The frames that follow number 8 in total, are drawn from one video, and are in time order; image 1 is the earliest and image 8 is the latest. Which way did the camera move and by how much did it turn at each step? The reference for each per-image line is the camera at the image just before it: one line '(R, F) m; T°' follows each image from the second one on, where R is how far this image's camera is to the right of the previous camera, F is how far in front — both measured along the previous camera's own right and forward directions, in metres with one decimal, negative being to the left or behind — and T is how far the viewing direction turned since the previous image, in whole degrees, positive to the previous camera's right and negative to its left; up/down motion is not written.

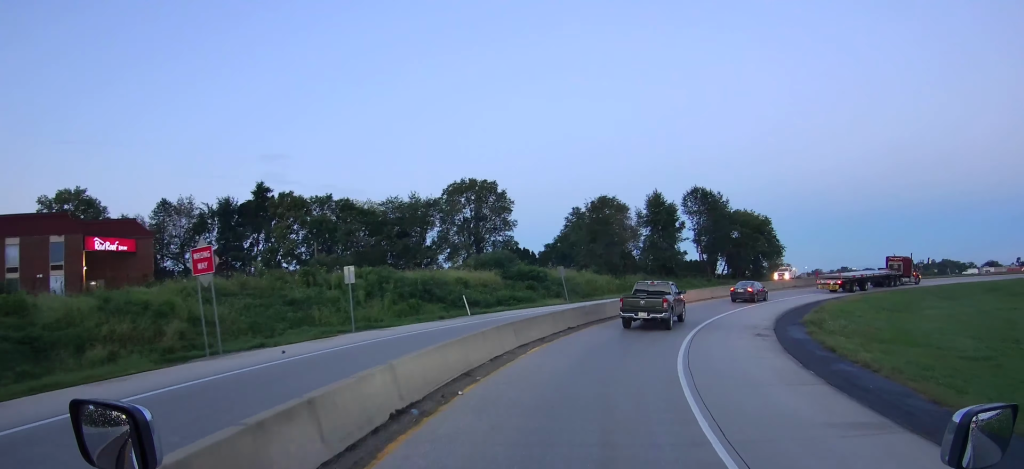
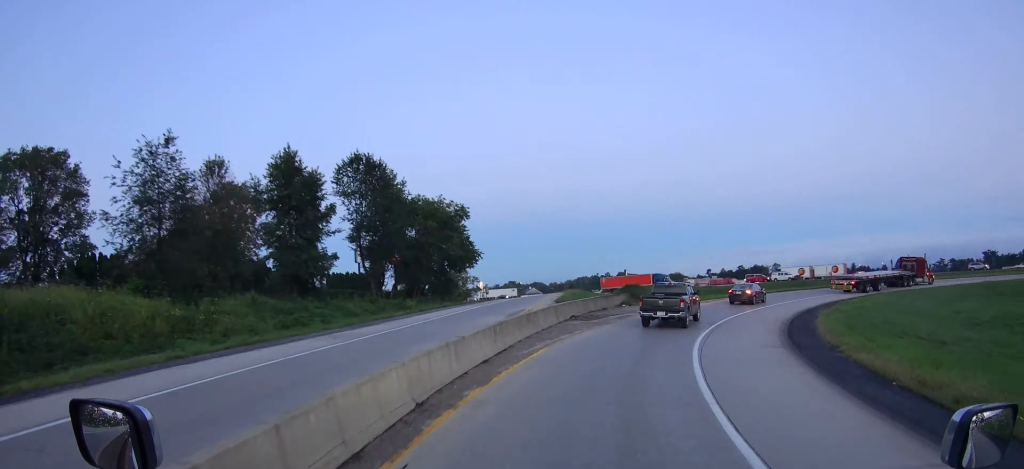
(+10.6, +37.5) m; +31°
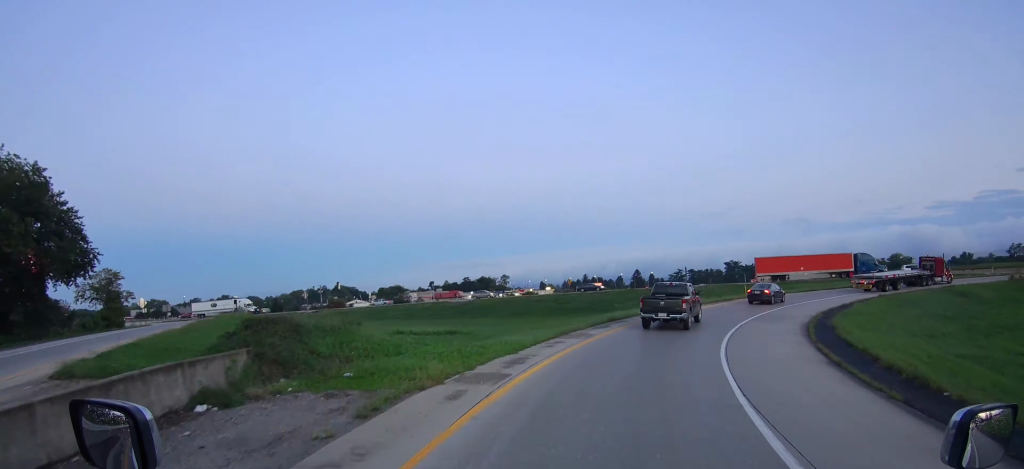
(+7.6, +32.2) m; +26°
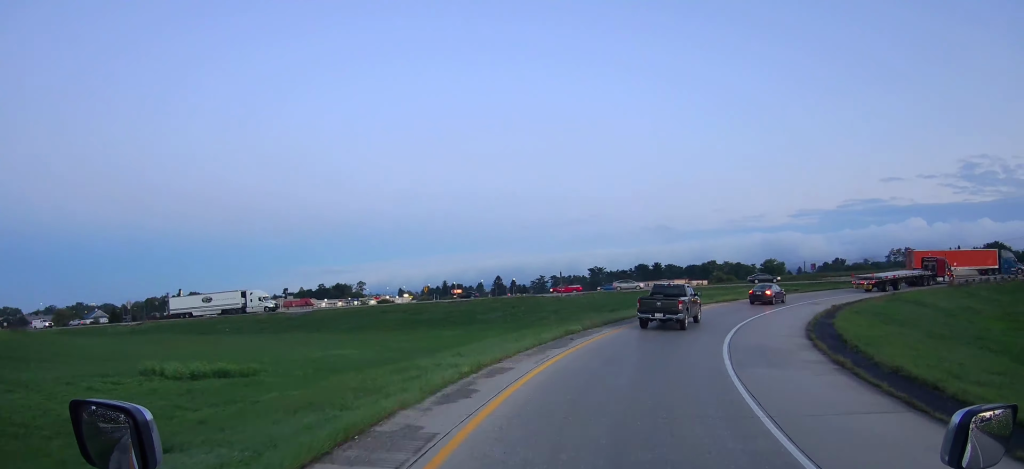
(+0.1, +15.9) m; +13°
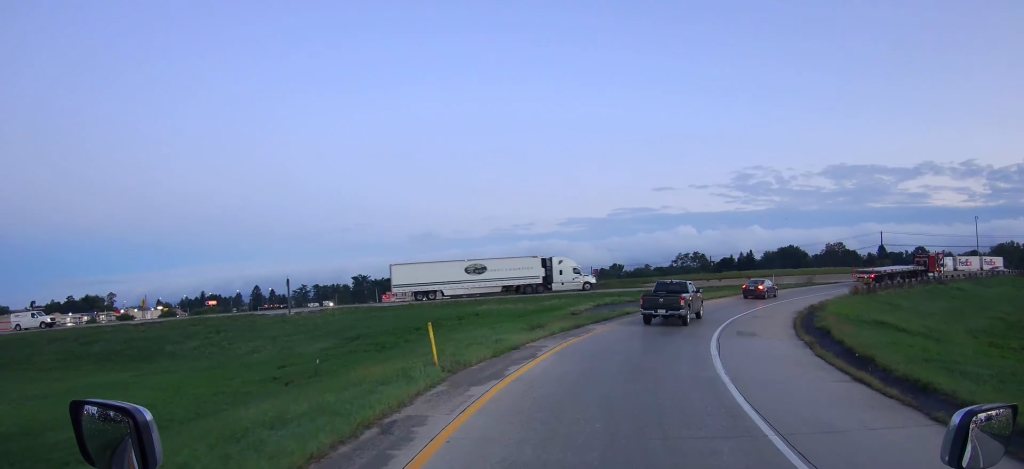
(+5.6, +26.5) m; +21°
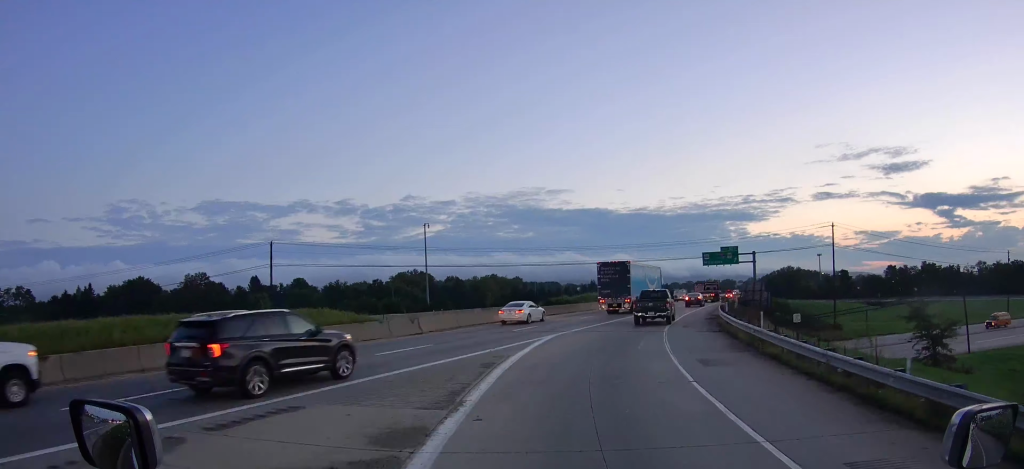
(+36.3, +66.4) m; +54°
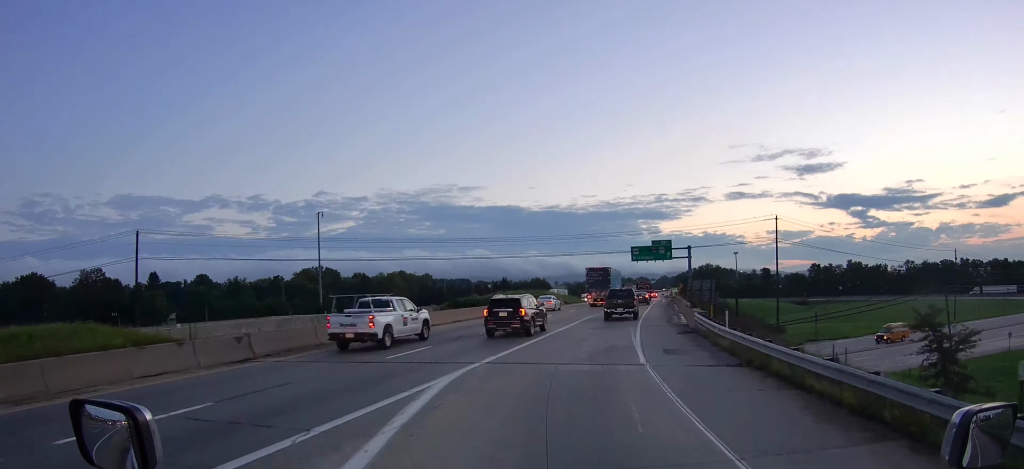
(+0.6, +13.2) m; +7°
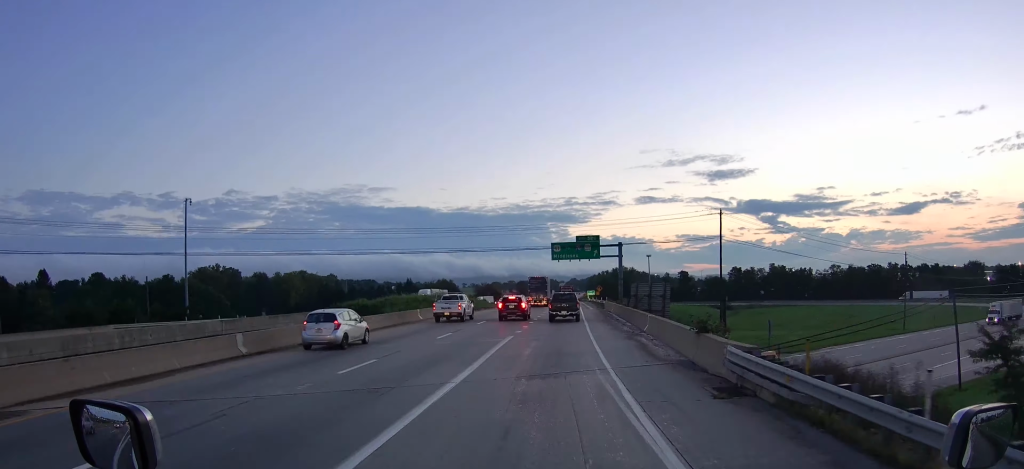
(+1.5, +16.0) m; +5°
